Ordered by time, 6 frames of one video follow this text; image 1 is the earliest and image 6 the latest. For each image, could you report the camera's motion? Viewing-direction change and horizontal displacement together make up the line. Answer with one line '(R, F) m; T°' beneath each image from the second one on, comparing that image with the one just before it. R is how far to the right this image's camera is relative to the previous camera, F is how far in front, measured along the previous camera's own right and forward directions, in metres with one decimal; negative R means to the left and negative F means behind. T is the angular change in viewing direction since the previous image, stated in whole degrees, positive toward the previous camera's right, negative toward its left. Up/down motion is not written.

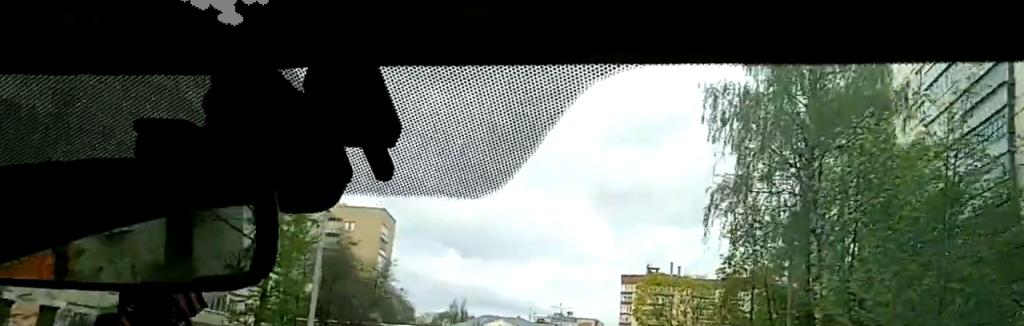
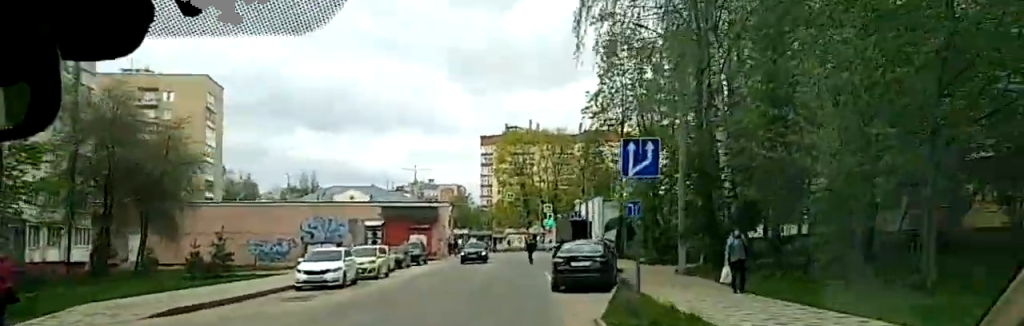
(-0.2, +8.8) m; -1°
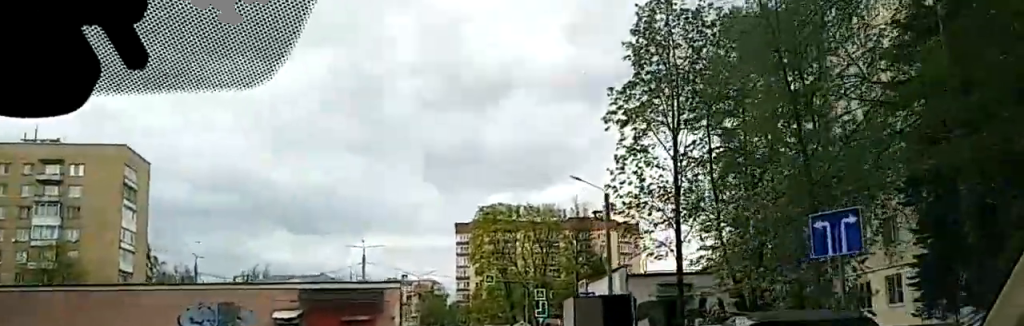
(0.0, +23.4) m; 0°
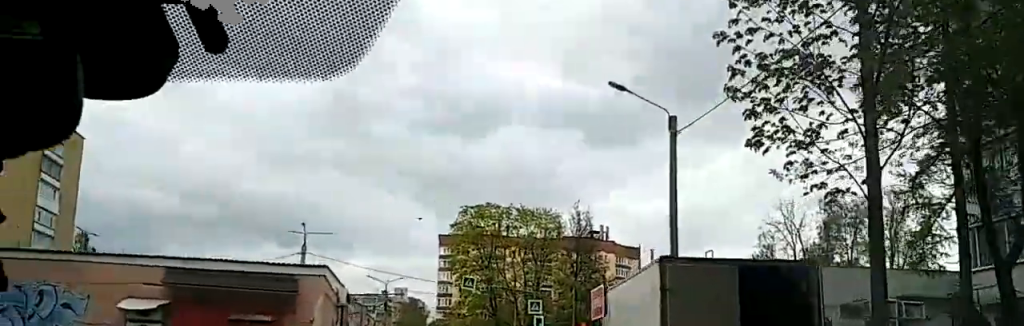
(+0.1, +22.0) m; -1°
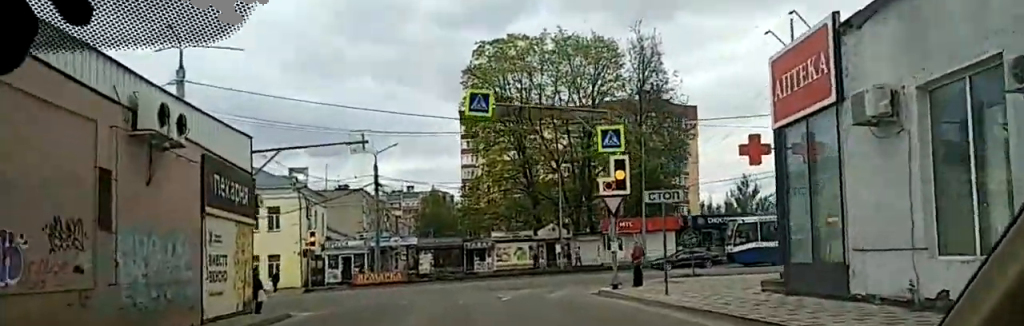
(-0.1, +34.6) m; +1°
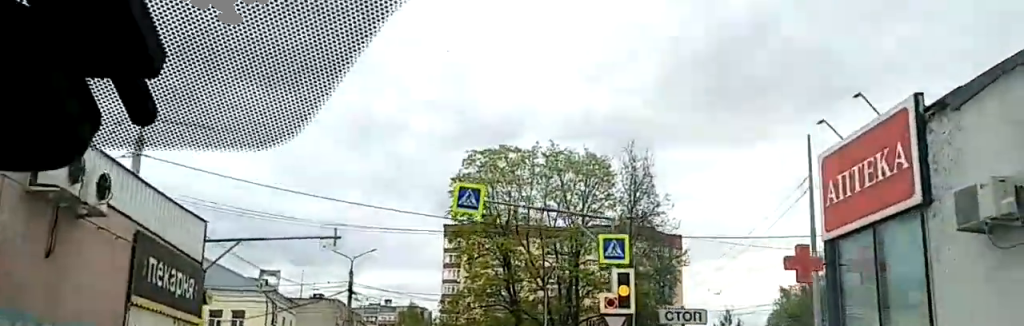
(+0.1, +4.0) m; 0°
